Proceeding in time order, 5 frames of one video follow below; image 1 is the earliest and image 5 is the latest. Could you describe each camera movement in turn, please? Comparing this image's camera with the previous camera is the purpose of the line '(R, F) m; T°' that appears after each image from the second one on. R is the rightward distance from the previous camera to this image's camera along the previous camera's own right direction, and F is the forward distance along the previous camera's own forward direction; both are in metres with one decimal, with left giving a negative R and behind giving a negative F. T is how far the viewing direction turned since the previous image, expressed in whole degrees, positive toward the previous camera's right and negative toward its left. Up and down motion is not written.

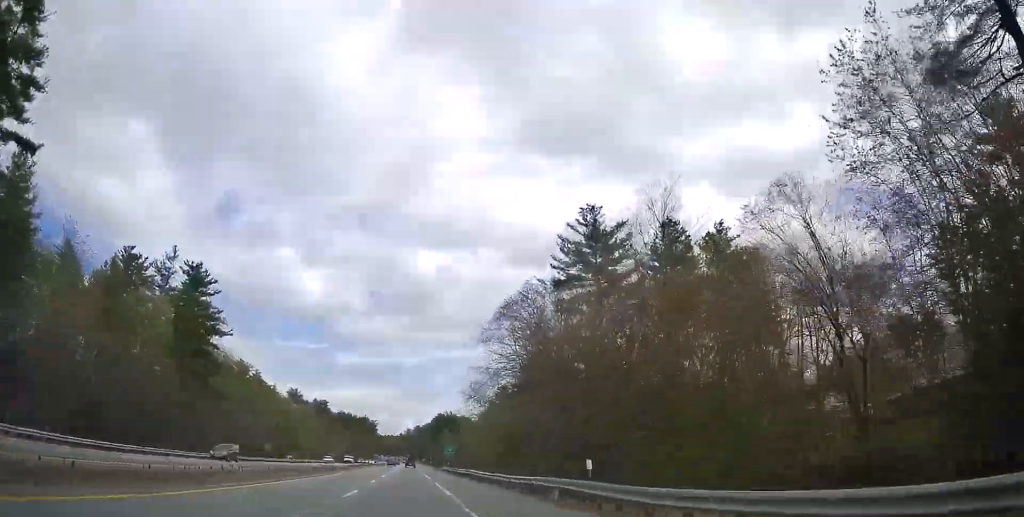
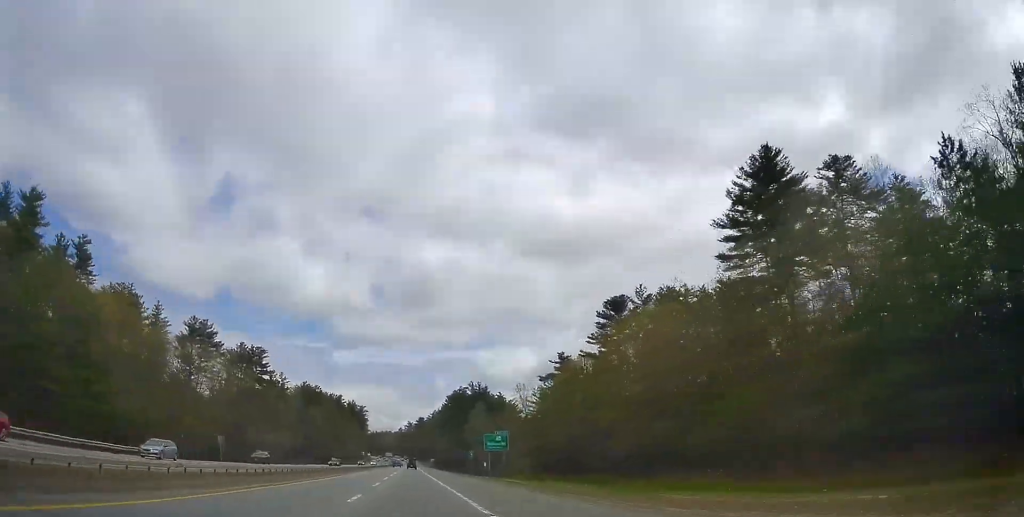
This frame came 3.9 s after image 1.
(-5.1, +125.8) m; -2°
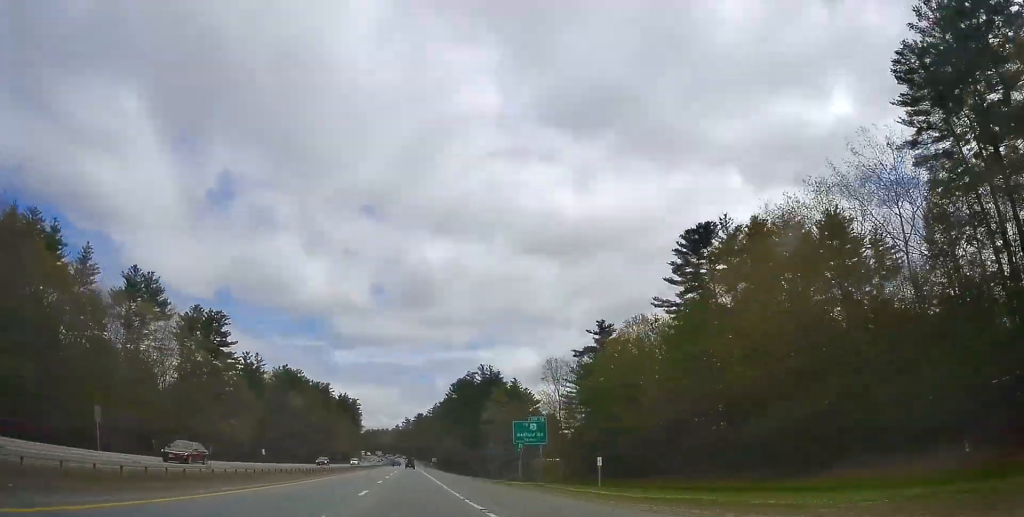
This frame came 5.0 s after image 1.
(+0.1, +33.4) m; +1°
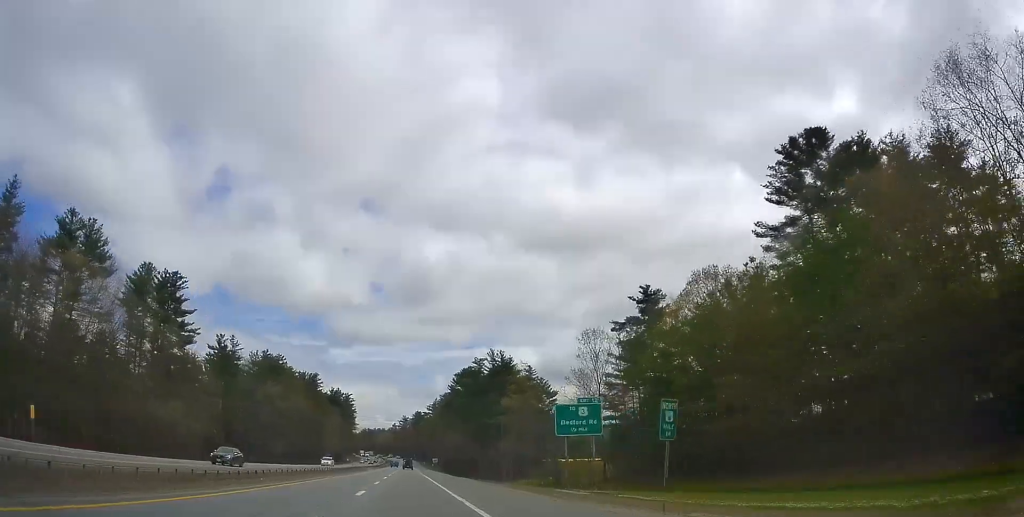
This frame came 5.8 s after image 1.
(+0.1, +24.5) m; 0°
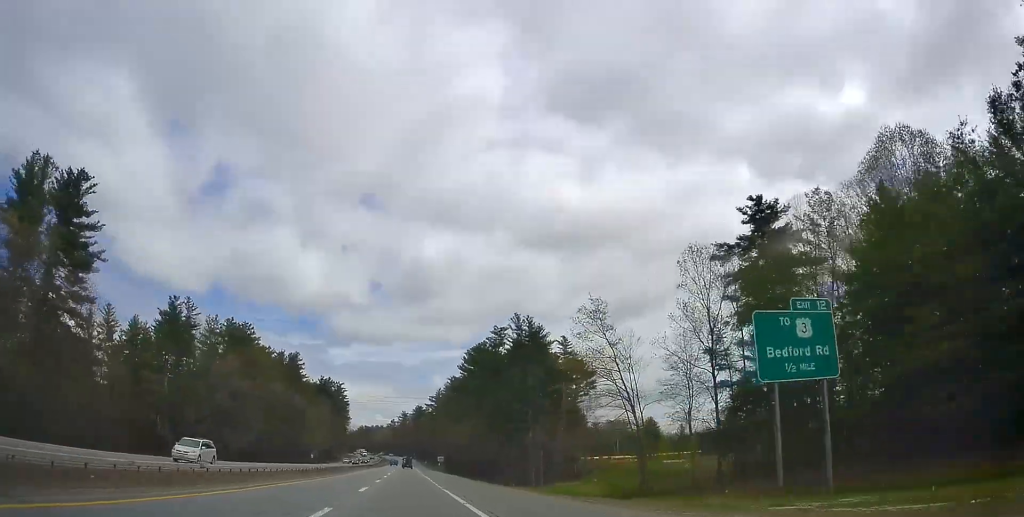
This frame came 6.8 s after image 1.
(-0.1, +34.6) m; 0°
